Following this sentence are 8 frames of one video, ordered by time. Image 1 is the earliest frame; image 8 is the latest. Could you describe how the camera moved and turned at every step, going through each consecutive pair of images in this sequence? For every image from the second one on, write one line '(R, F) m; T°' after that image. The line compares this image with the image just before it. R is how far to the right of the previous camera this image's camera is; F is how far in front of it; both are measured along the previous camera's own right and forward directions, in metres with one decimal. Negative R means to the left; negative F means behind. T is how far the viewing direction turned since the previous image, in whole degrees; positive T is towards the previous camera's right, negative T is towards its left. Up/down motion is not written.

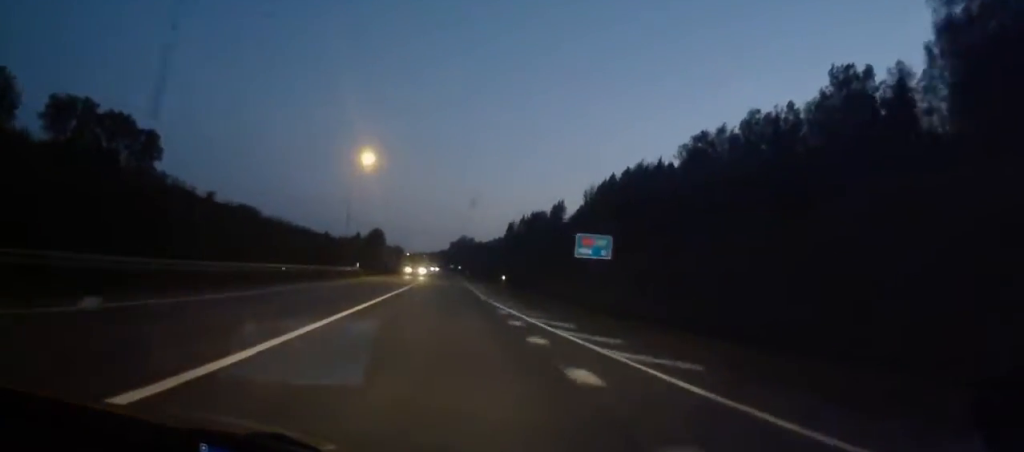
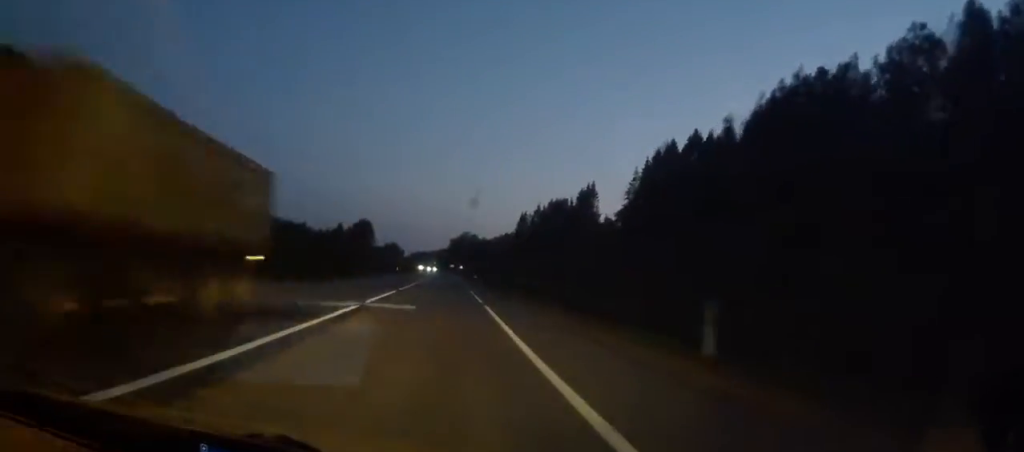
(-0.2, +46.3) m; -1°
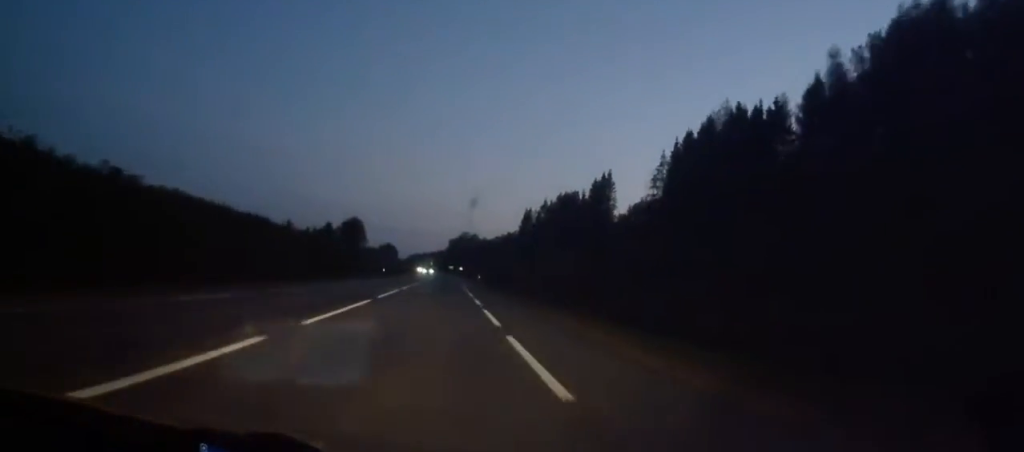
(-0.1, +19.7) m; 0°
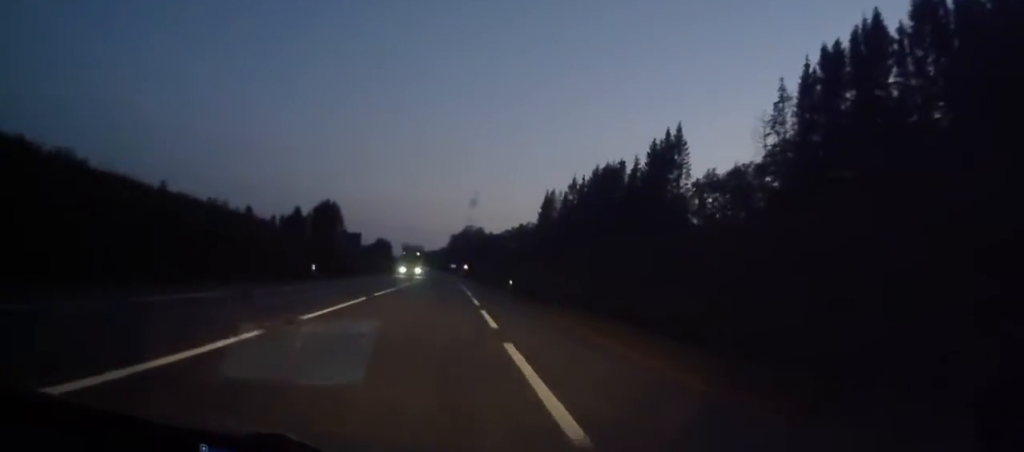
(+0.3, +47.1) m; 0°
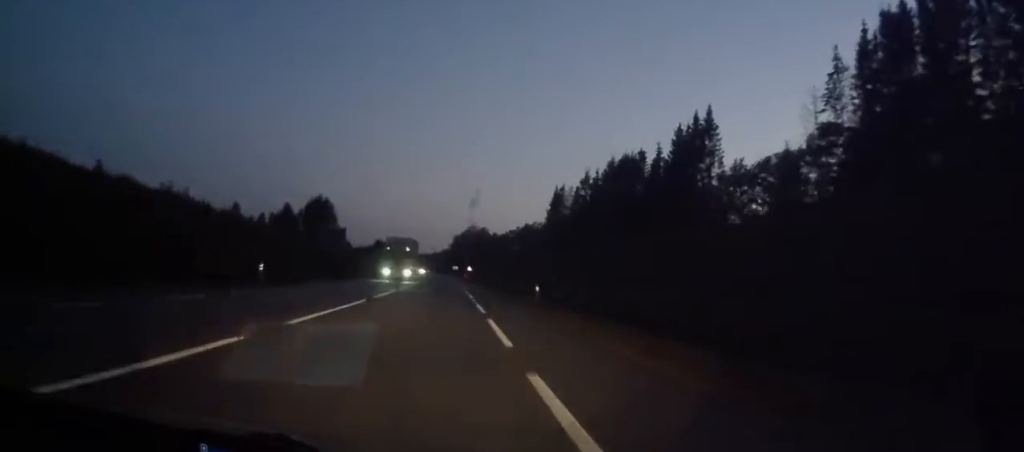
(0.0, +12.7) m; 0°
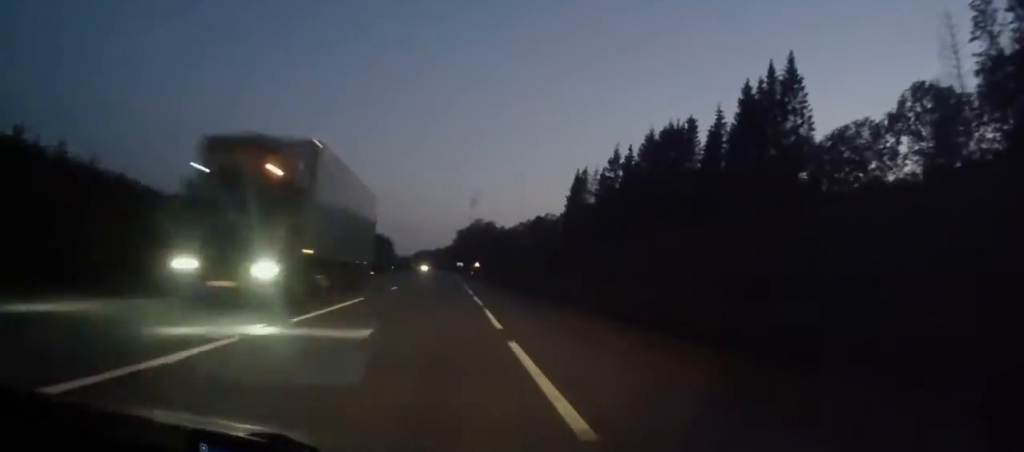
(-0.4, +24.4) m; 0°
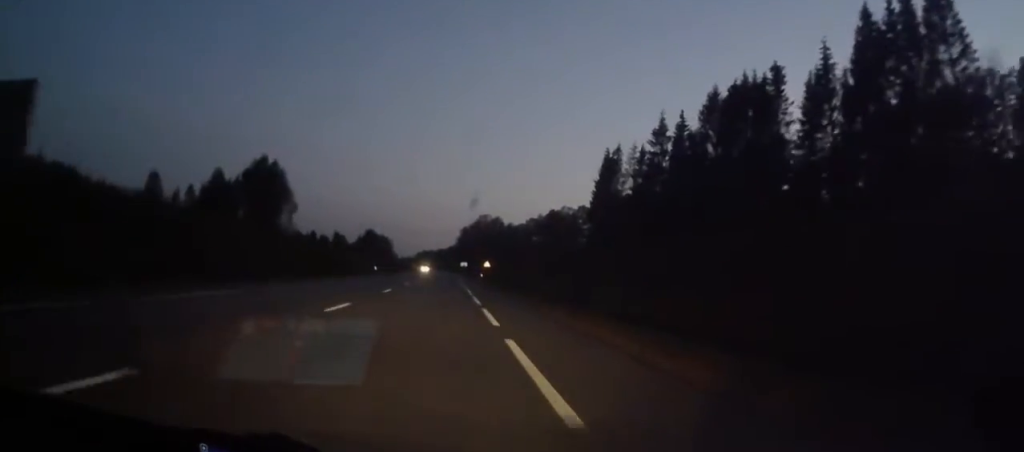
(+0.5, +27.1) m; 0°
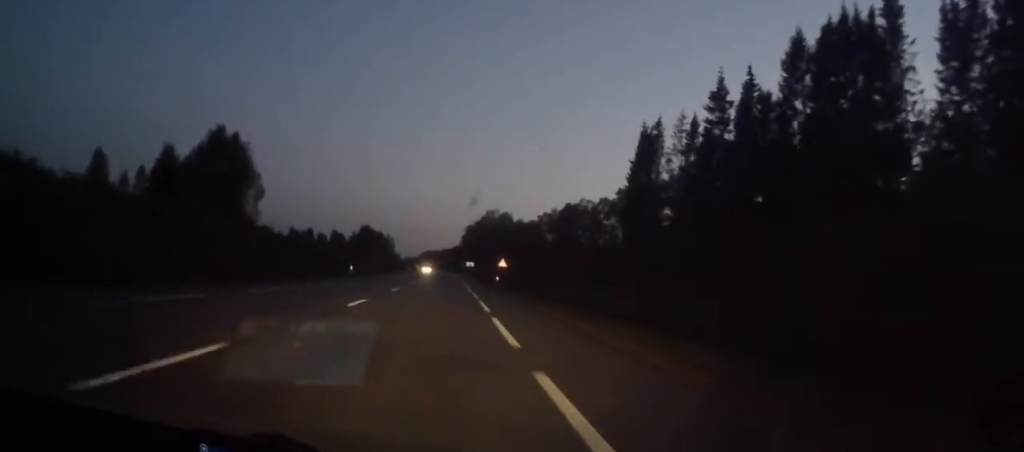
(-0.3, +22.2) m; 0°
